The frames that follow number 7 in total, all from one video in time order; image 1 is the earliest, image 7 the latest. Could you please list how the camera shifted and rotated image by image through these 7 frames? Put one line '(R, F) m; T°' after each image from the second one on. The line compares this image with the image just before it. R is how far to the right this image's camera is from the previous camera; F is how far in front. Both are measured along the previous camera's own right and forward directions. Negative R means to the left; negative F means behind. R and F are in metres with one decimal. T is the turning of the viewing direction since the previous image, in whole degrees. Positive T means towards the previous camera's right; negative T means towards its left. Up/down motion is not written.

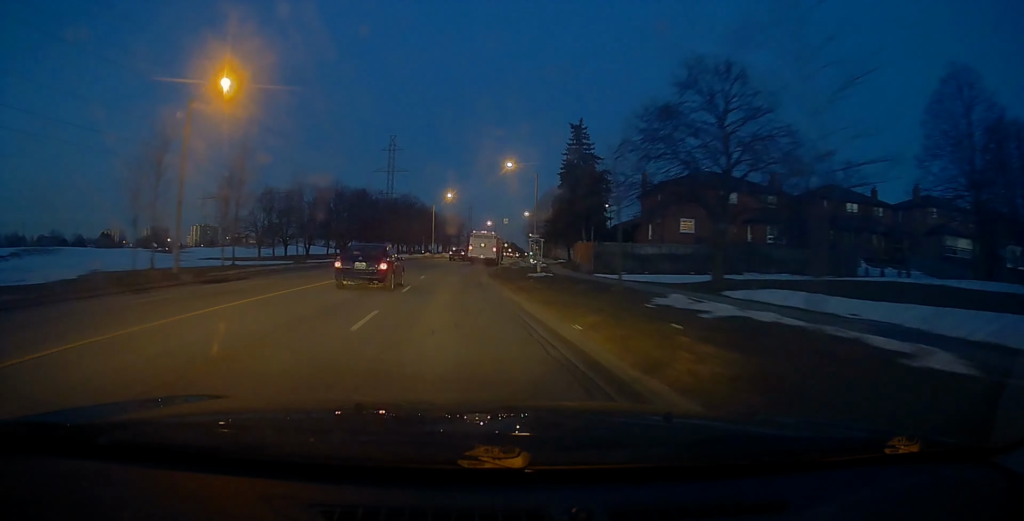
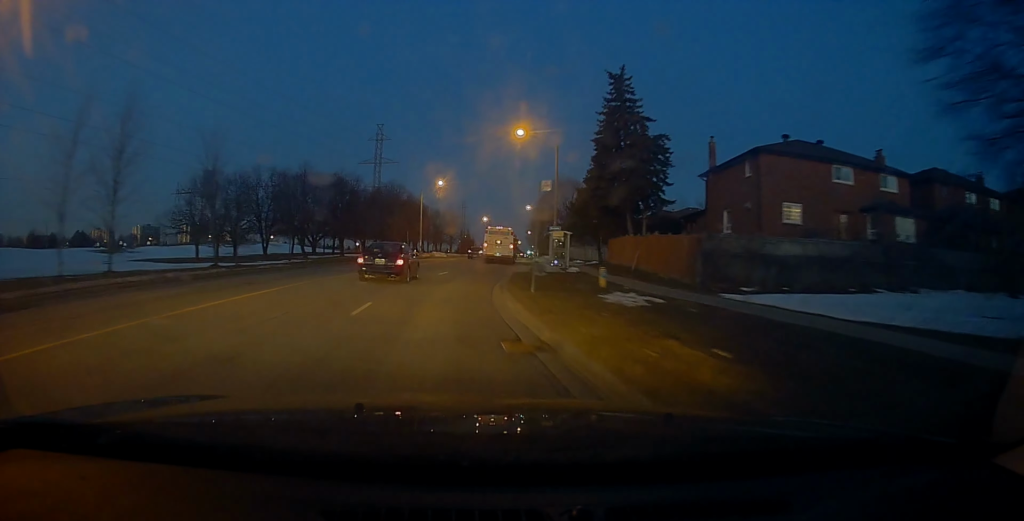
(-0.2, +16.9) m; -1°
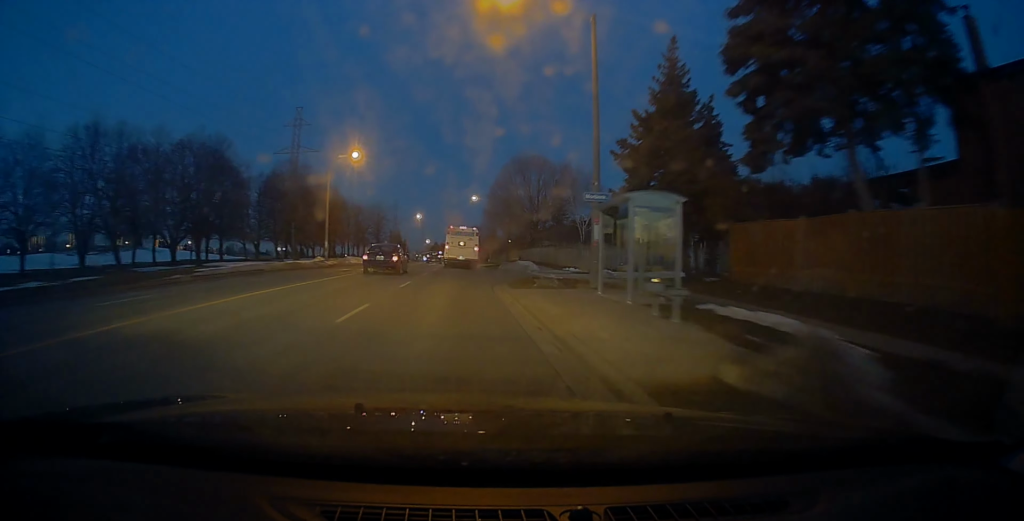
(+1.2, +28.3) m; +5°
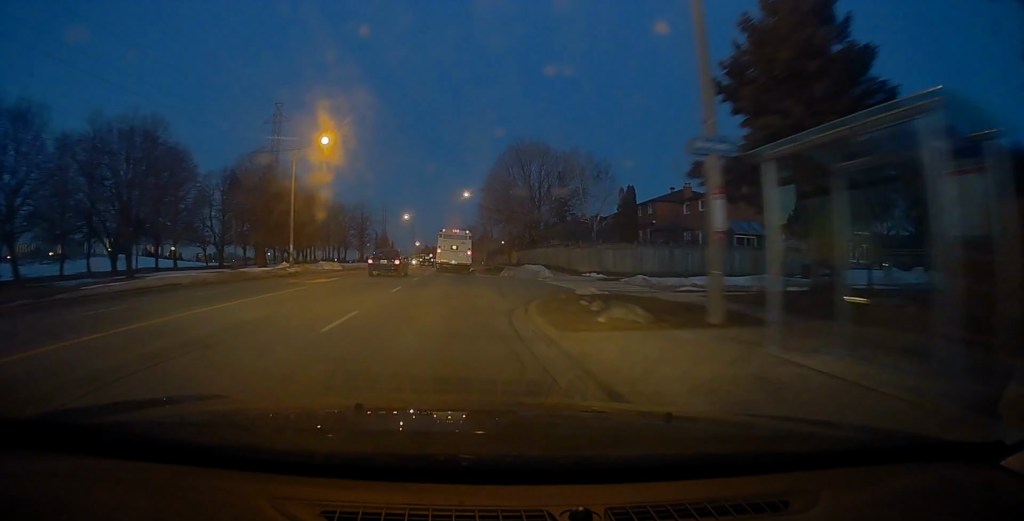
(0.0, +10.1) m; +1°
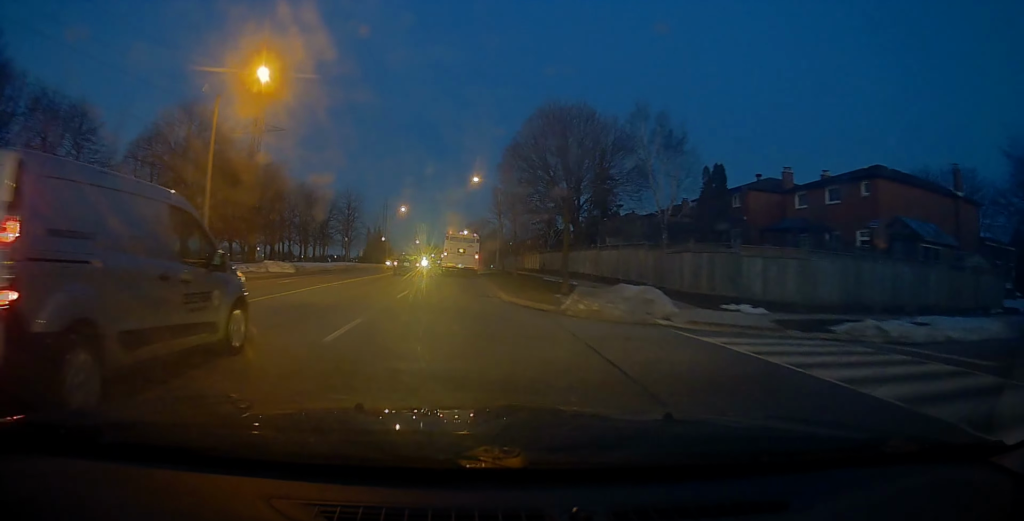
(+0.5, +19.3) m; +2°
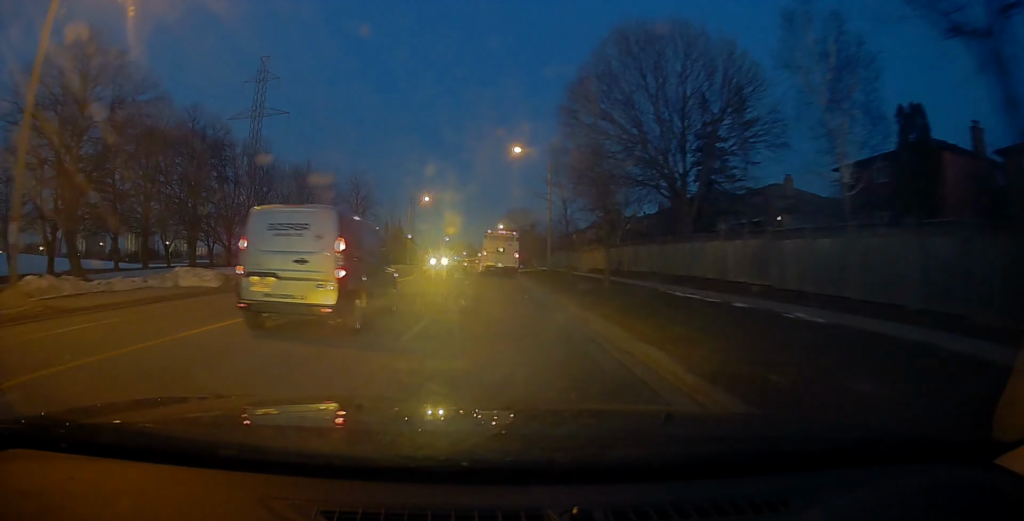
(+0.2, +17.9) m; +2°
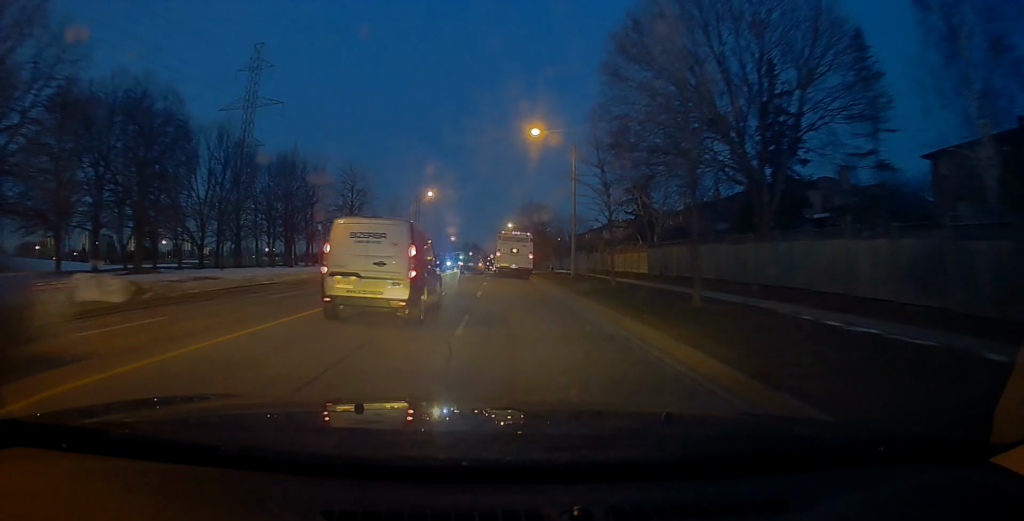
(+0.5, +7.7) m; -1°
